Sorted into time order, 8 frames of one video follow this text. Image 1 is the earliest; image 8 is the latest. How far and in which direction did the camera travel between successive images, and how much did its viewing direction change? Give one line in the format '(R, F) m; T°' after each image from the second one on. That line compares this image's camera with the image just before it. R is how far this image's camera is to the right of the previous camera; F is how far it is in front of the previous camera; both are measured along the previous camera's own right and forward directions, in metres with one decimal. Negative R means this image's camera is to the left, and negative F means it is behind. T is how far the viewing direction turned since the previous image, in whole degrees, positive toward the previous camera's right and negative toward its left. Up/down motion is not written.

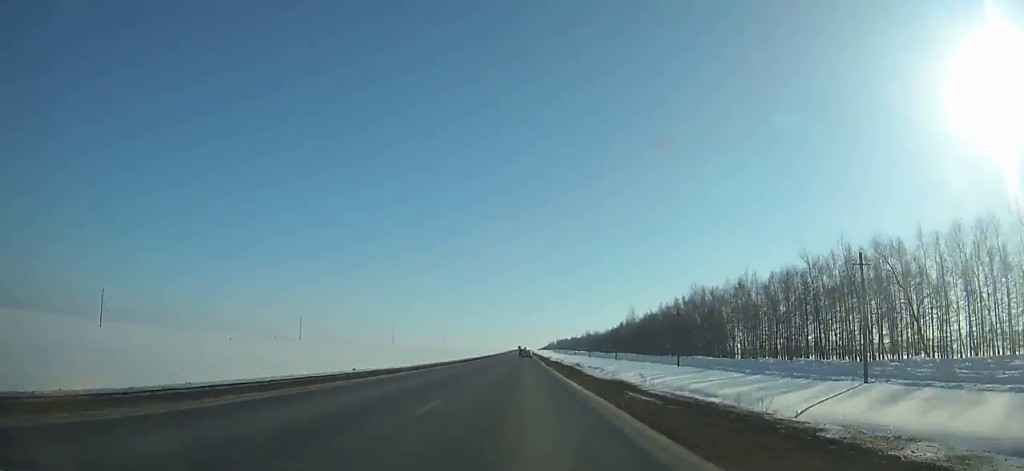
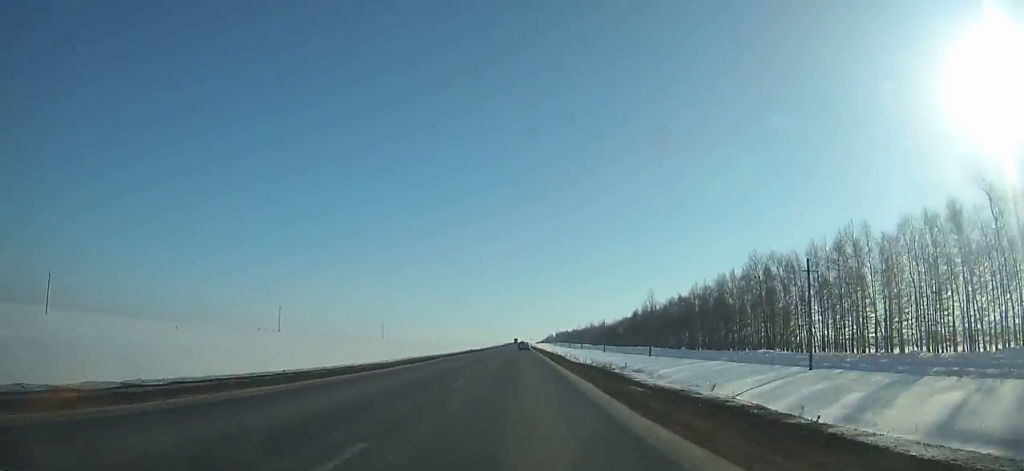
(0.0, +41.7) m; 0°
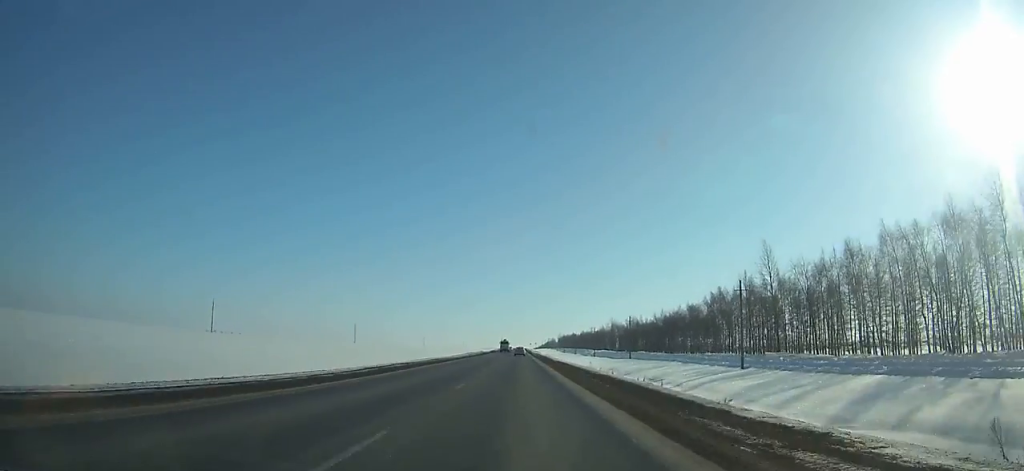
(0.0, +106.2) m; 0°
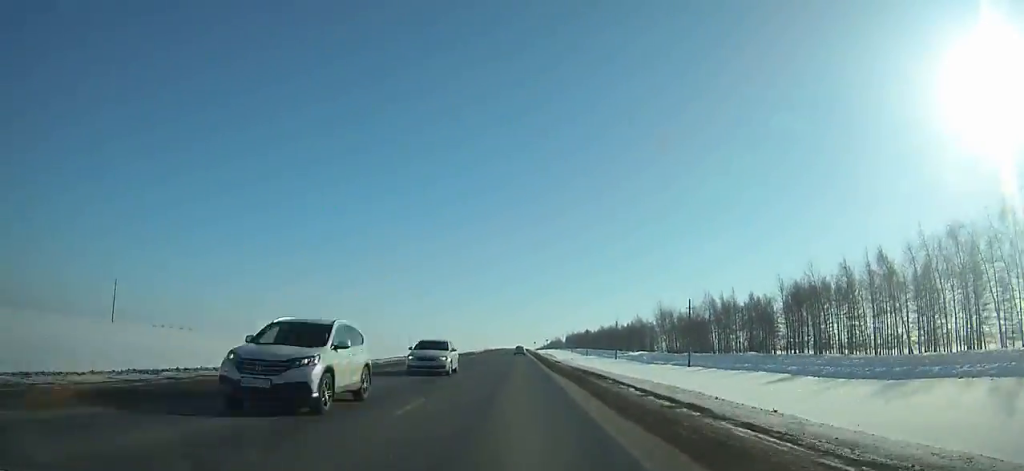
(+0.1, +102.3) m; 0°
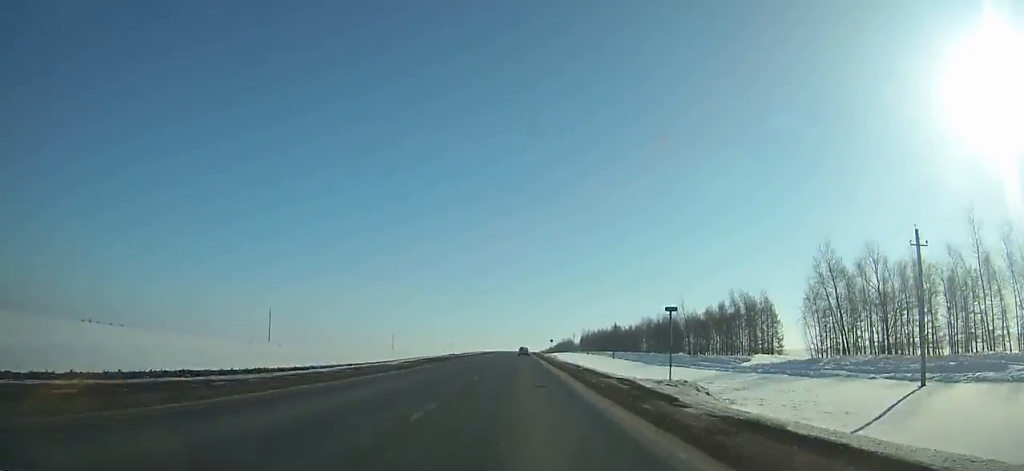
(-0.2, +107.8) m; 0°
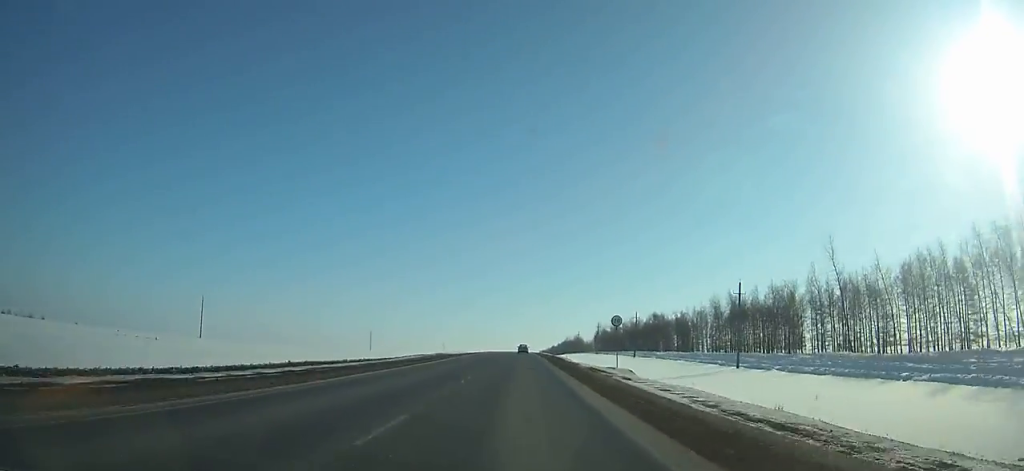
(0.0, +86.0) m; 0°
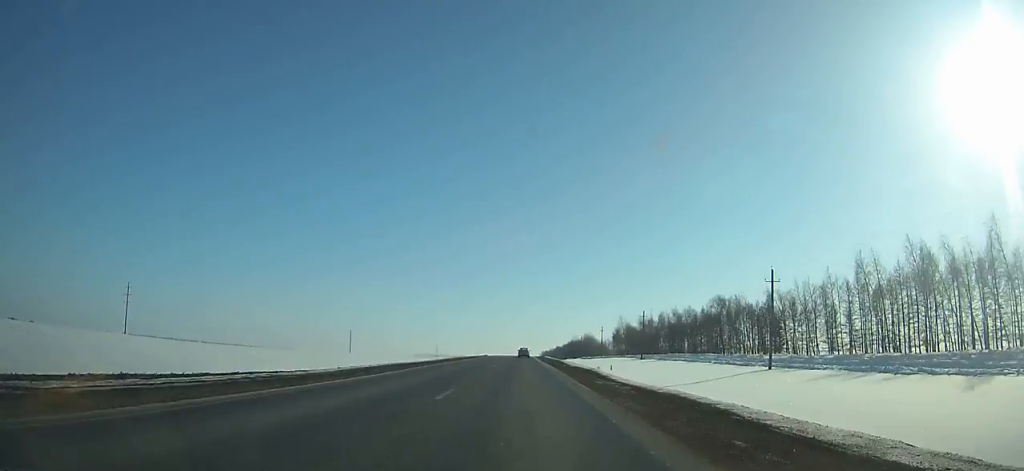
(-0.1, +64.7) m; 0°
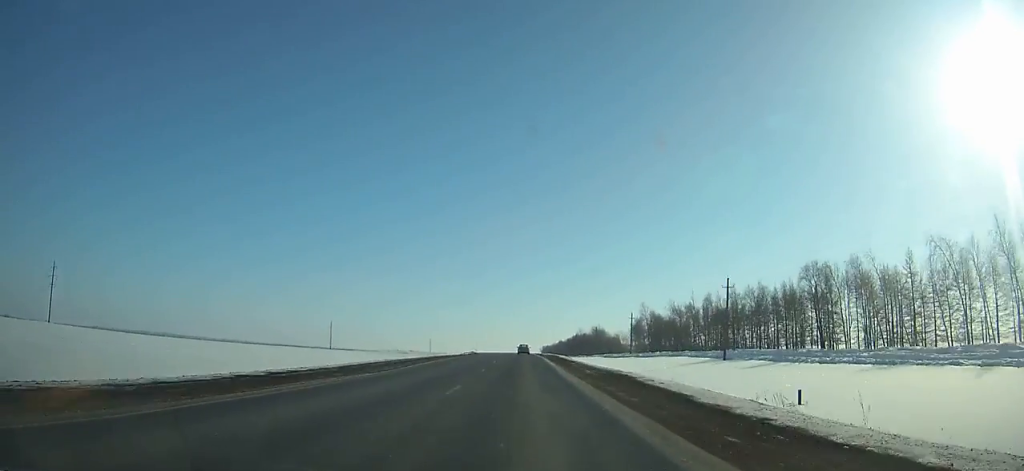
(0.0, +45.9) m; 0°
